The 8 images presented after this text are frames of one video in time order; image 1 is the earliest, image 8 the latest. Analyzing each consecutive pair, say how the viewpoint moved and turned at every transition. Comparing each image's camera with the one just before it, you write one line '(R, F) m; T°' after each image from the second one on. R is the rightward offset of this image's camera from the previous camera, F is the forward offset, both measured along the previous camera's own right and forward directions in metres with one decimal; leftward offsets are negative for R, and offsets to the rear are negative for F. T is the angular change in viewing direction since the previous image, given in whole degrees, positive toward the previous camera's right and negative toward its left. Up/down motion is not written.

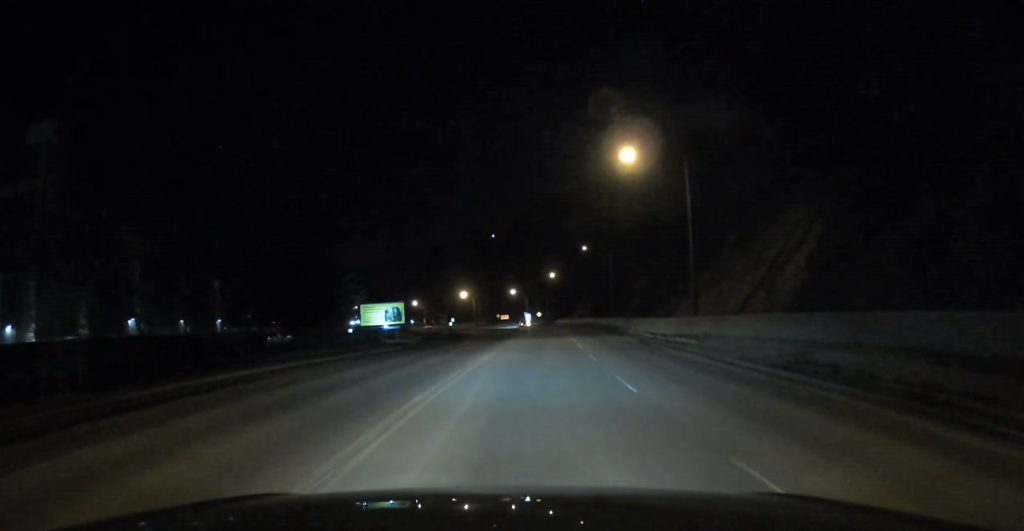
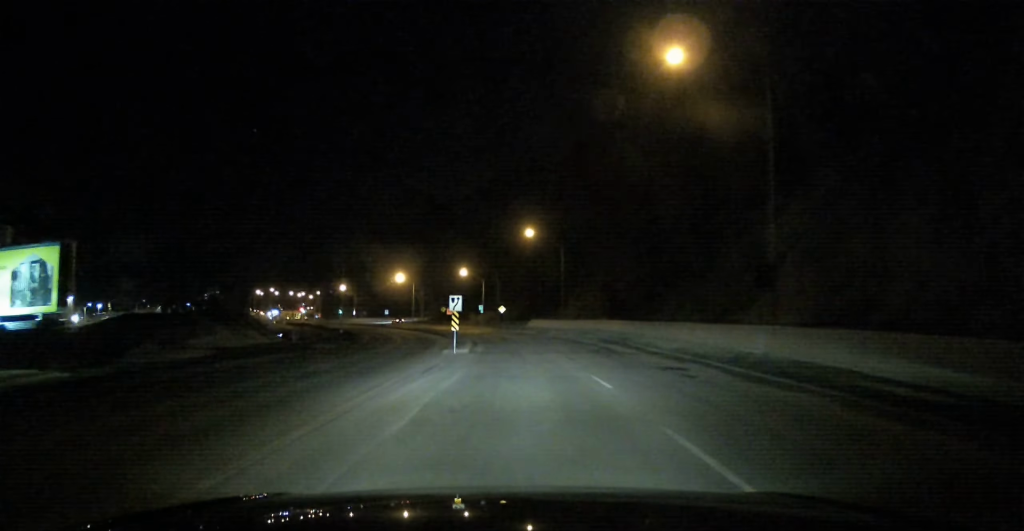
(+3.3, +67.5) m; +2°
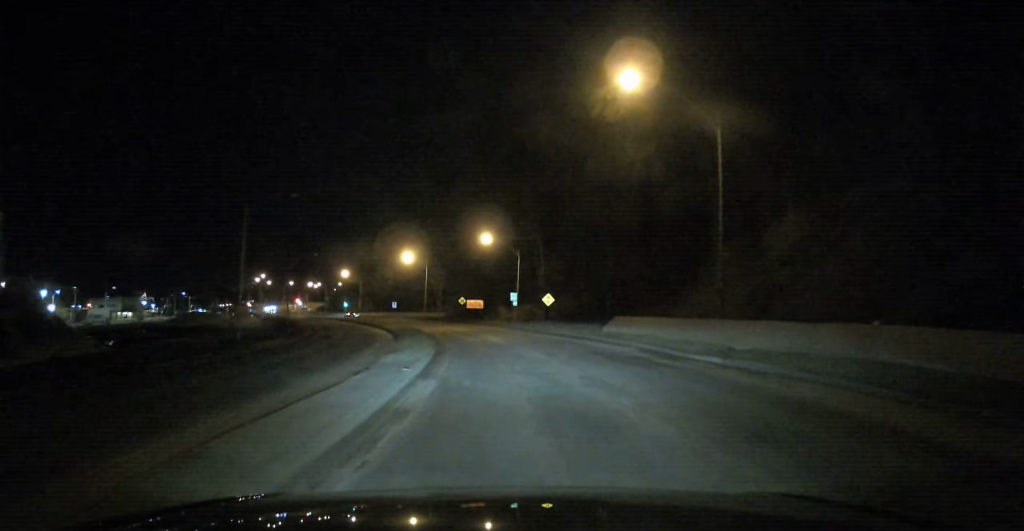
(-1.0, +45.9) m; -4°
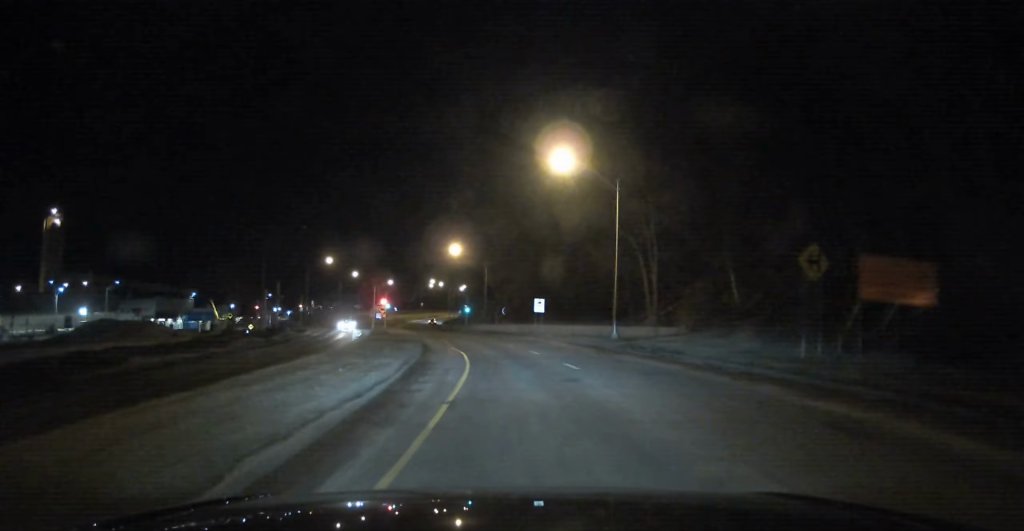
(-9.1, +83.8) m; -14°
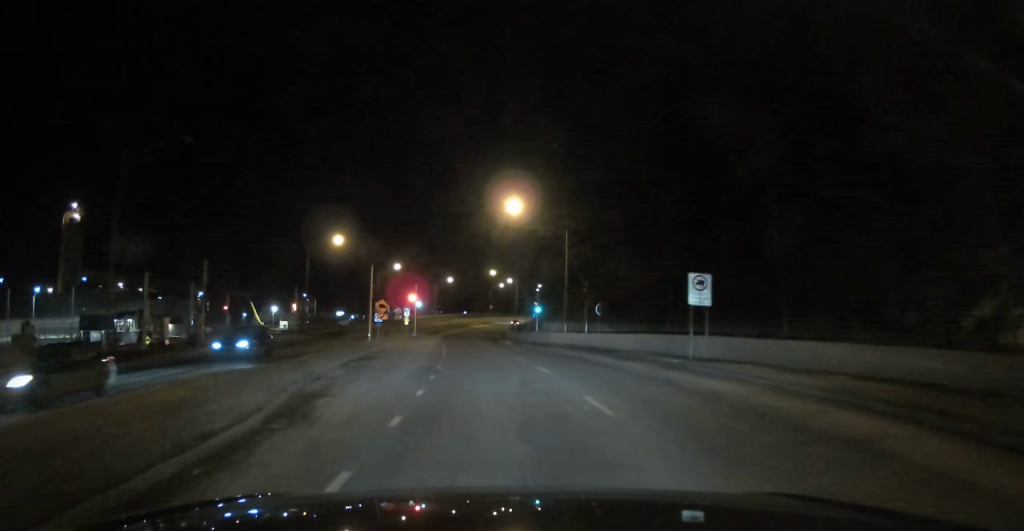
(-2.5, +36.9) m; -7°
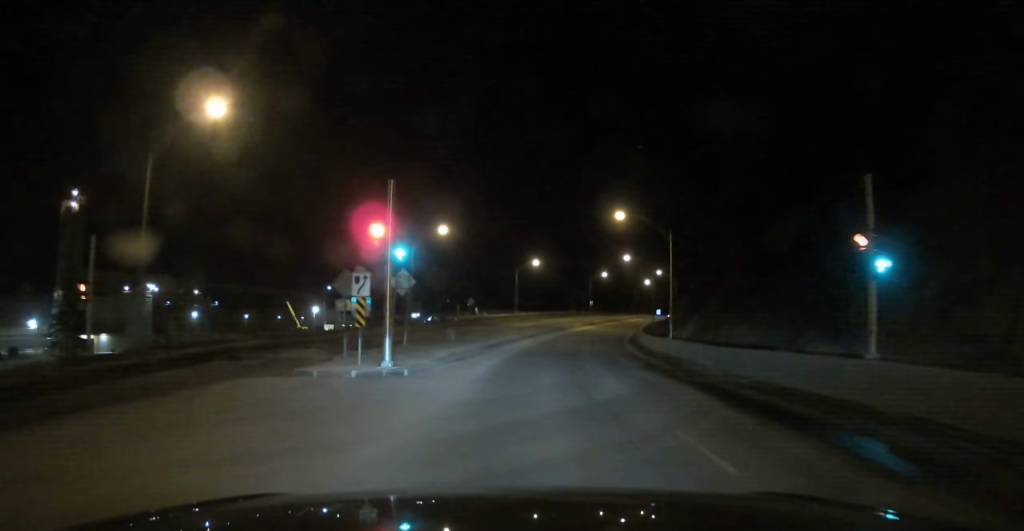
(-4.3, +53.1) m; -5°
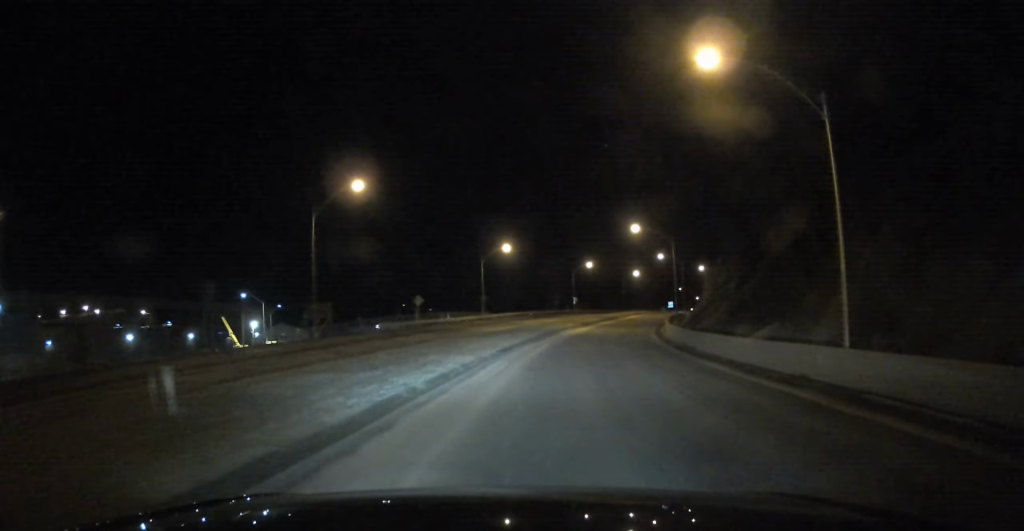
(0.0, +28.5) m; +2°
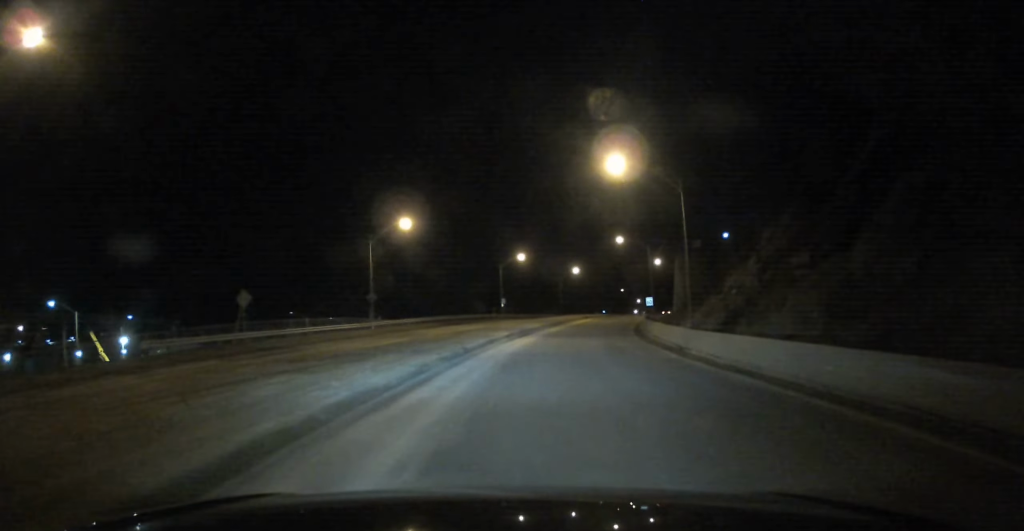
(-0.2, +29.7) m; +3°
